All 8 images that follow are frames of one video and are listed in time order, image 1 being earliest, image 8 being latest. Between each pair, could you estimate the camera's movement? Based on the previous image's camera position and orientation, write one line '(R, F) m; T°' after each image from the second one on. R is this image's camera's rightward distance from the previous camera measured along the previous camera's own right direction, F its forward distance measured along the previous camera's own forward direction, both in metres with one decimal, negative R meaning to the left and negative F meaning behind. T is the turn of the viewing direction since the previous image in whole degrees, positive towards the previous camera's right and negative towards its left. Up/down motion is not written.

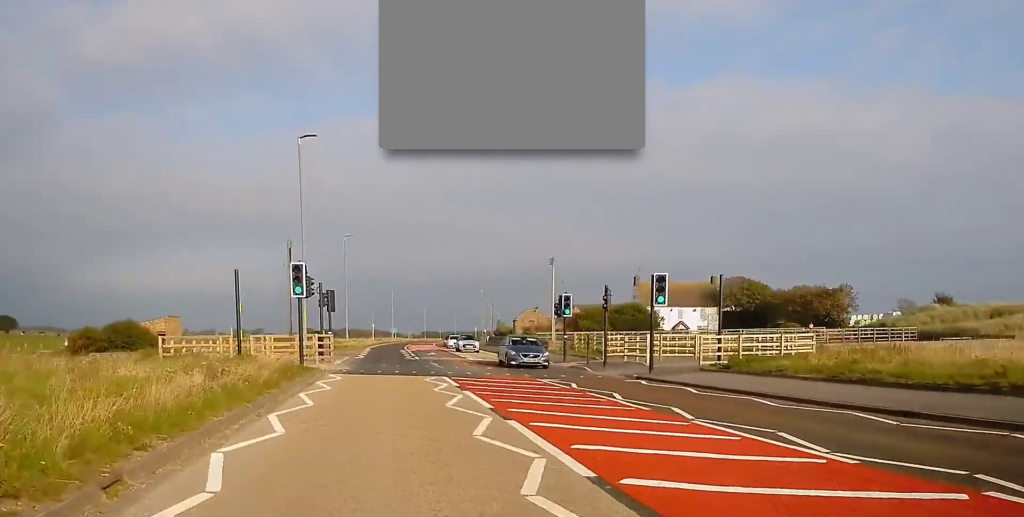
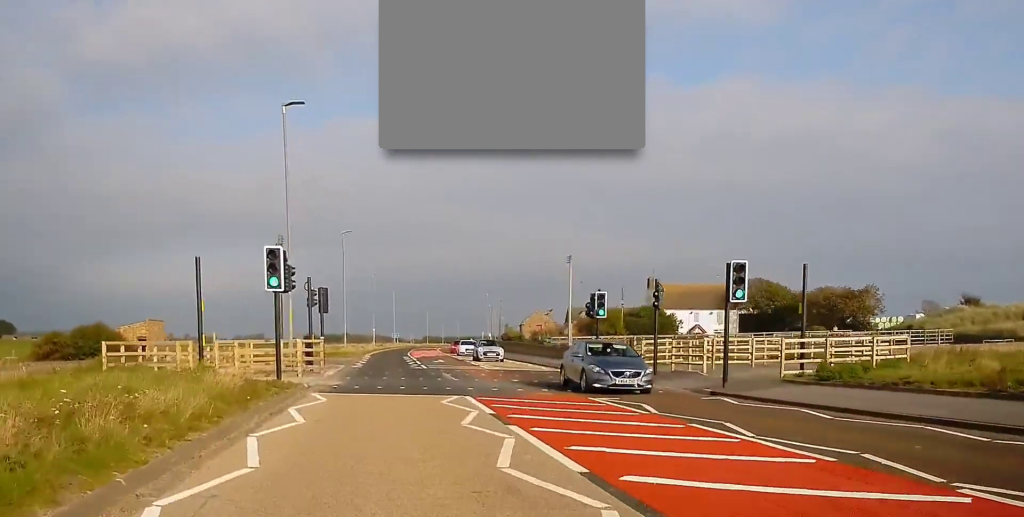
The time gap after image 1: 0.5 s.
(0.0, +6.0) m; 0°
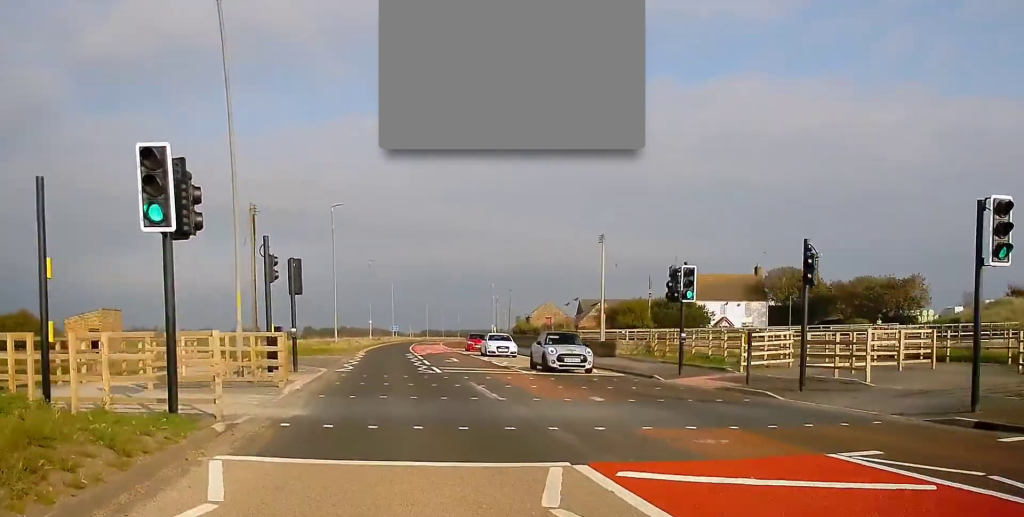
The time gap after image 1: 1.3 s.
(0.0, +10.2) m; 0°
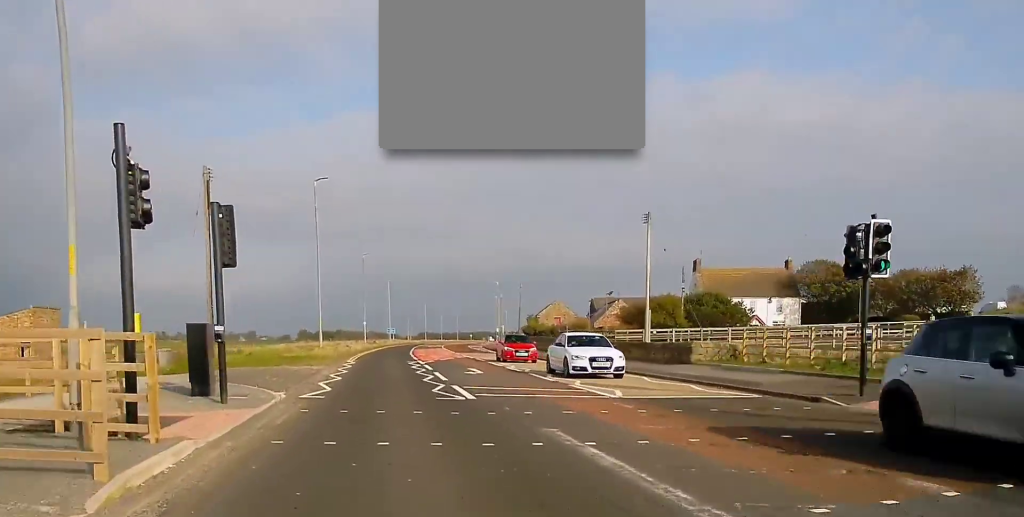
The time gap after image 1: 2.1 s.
(0.0, +10.4) m; 0°
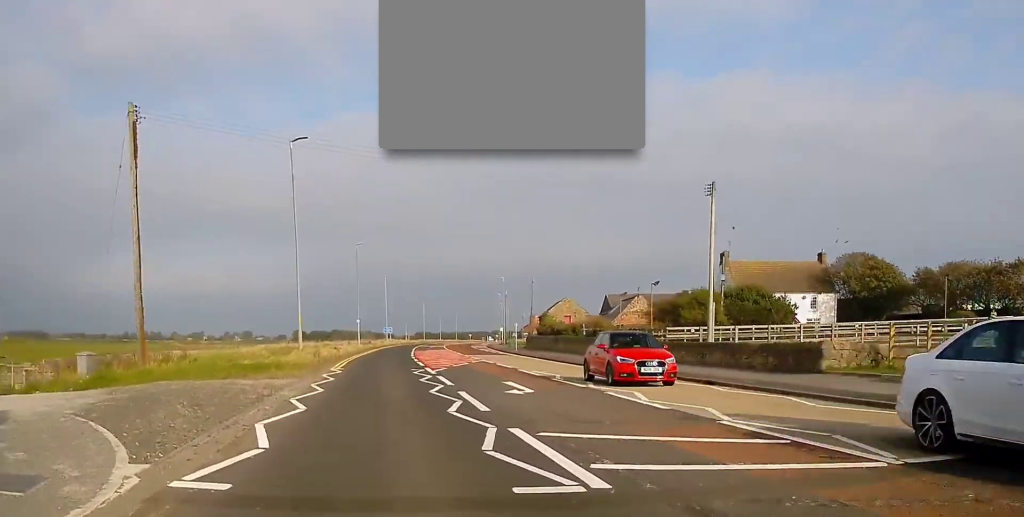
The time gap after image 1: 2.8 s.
(0.0, +9.5) m; 0°
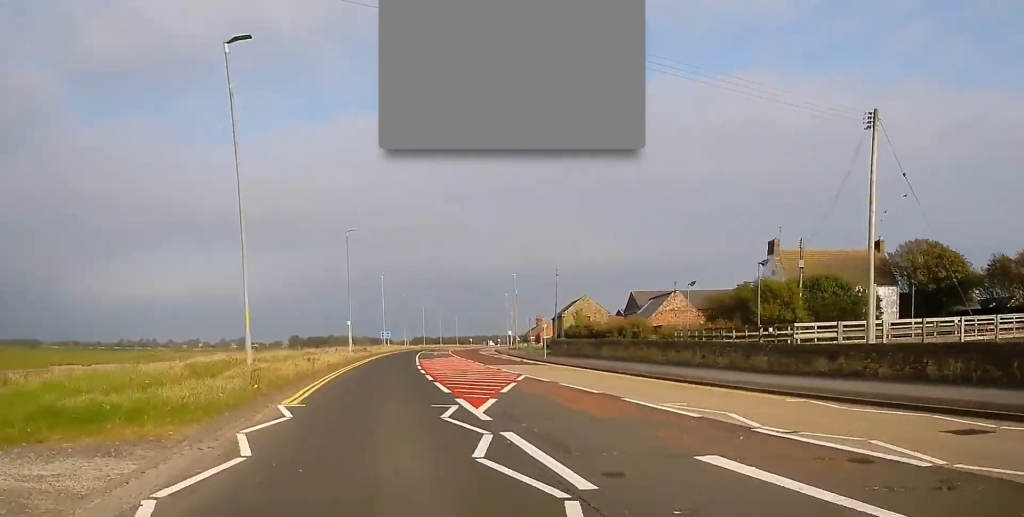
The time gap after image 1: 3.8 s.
(0.0, +12.9) m; 0°
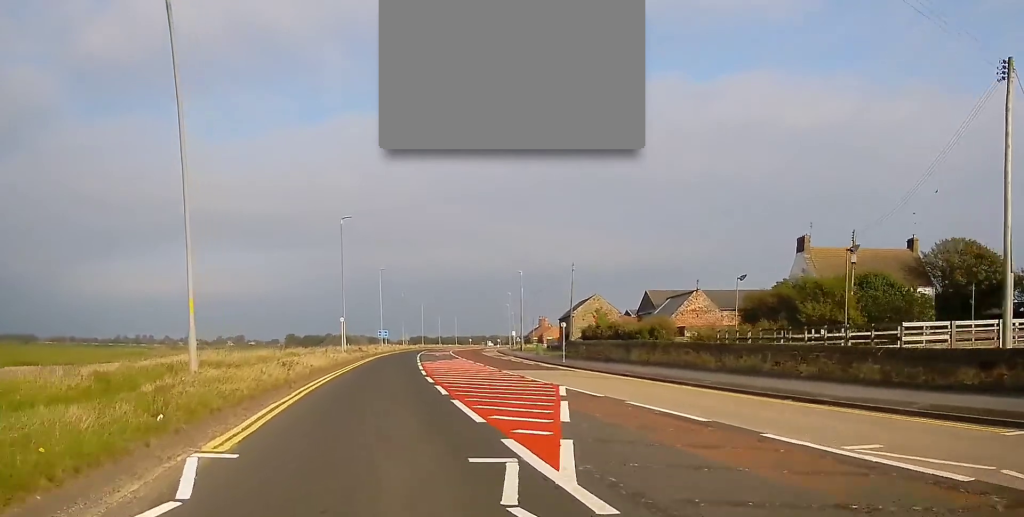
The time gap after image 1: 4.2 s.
(0.0, +6.5) m; 0°
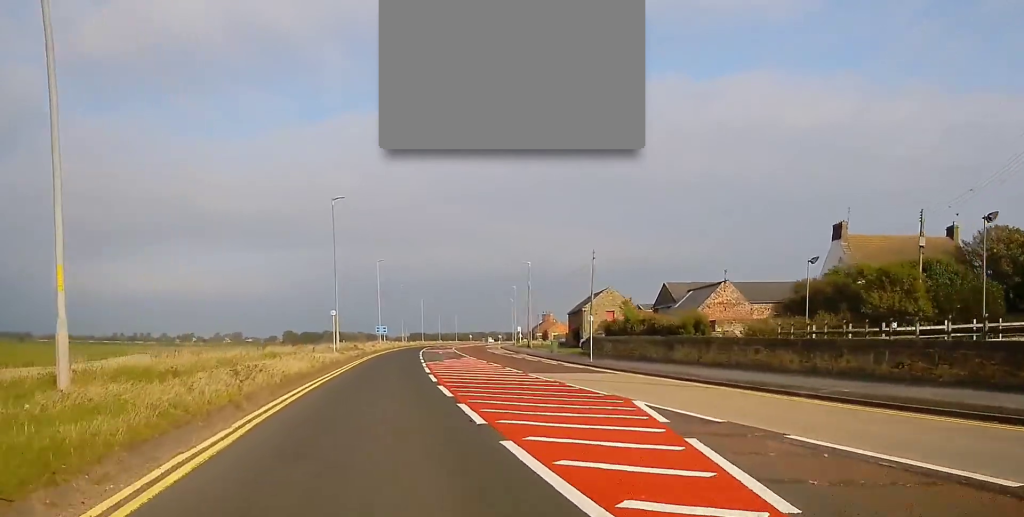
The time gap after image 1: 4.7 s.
(0.0, +6.5) m; 0°
